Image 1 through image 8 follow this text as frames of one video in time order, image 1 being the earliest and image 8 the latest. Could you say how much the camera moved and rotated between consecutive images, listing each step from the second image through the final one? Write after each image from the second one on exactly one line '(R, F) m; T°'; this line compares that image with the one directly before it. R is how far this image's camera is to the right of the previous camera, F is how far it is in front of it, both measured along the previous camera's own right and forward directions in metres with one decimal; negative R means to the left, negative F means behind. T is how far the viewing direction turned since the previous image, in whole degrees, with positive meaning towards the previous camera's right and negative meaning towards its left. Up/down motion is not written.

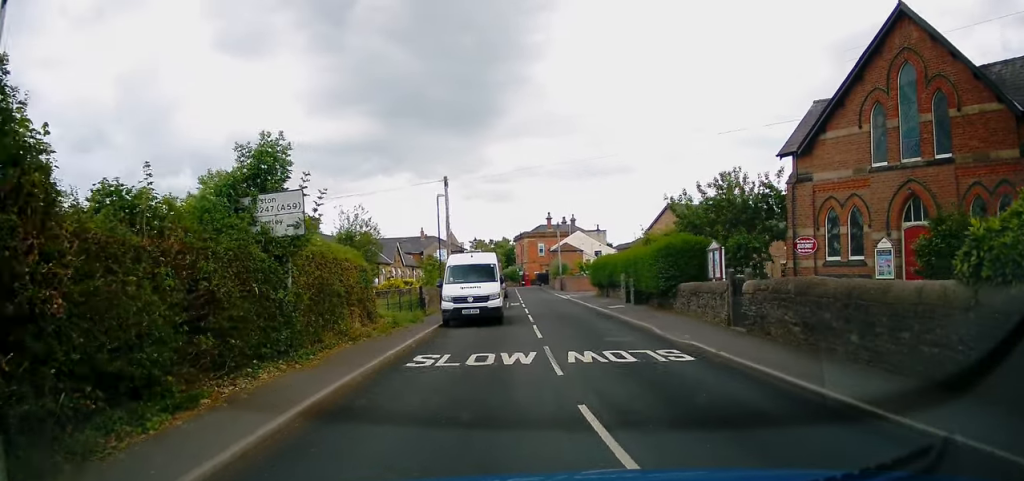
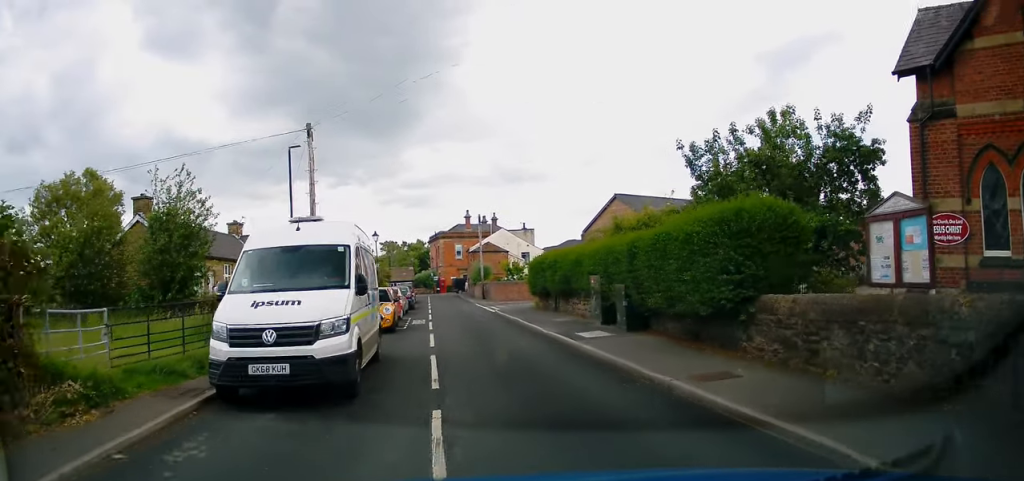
(+1.1, +12.1) m; +7°
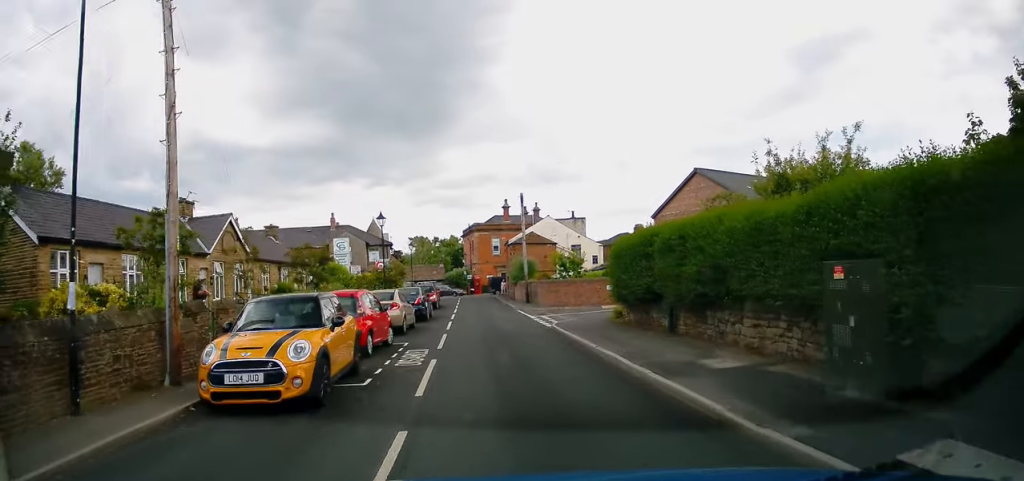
(+0.2, +11.9) m; -2°
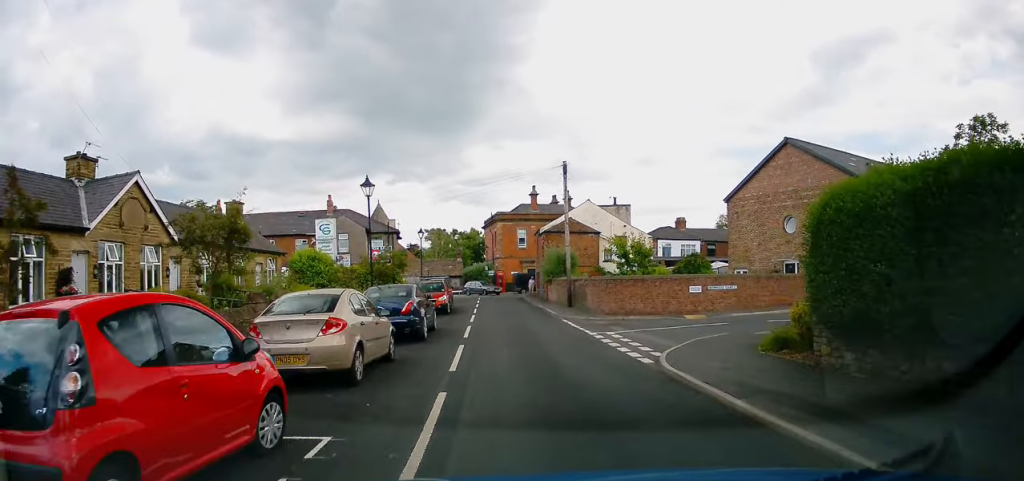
(-0.5, +10.0) m; -1°
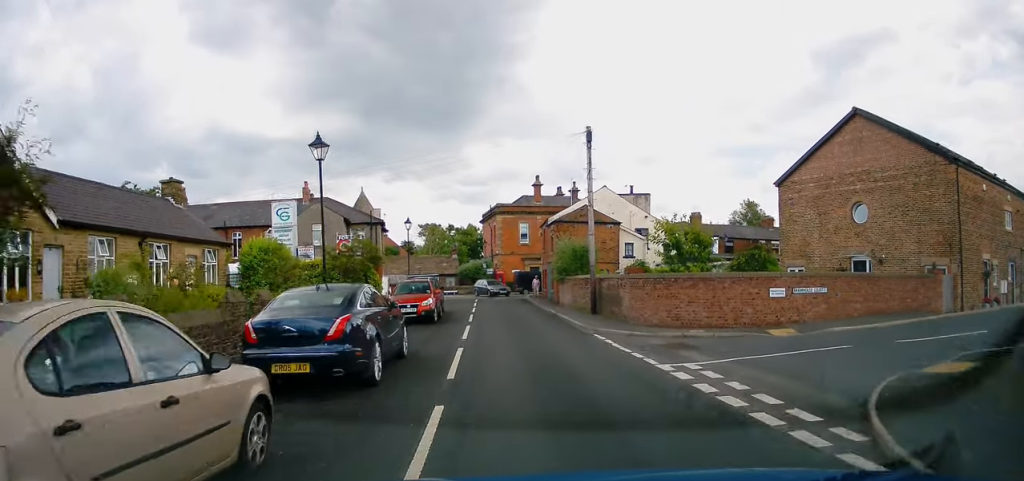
(+0.1, +6.8) m; +1°
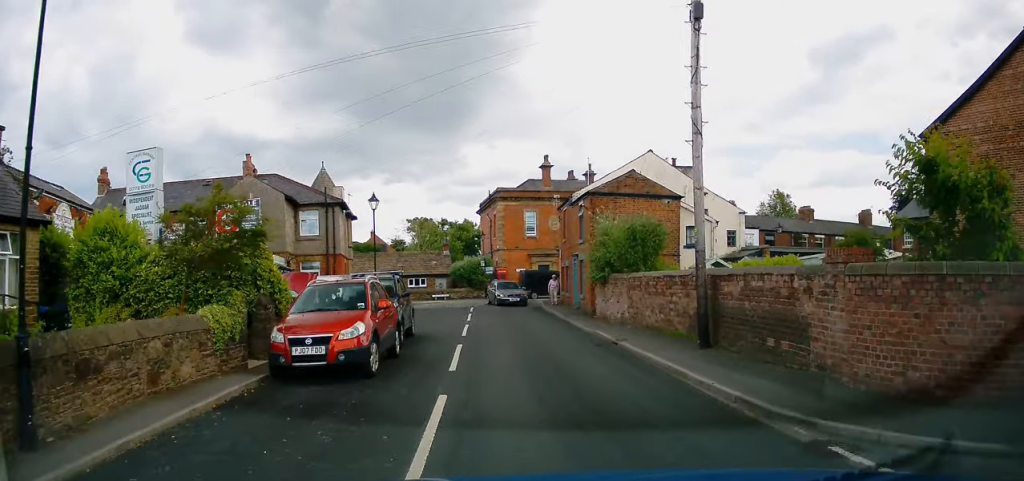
(+0.4, +11.4) m; +1°
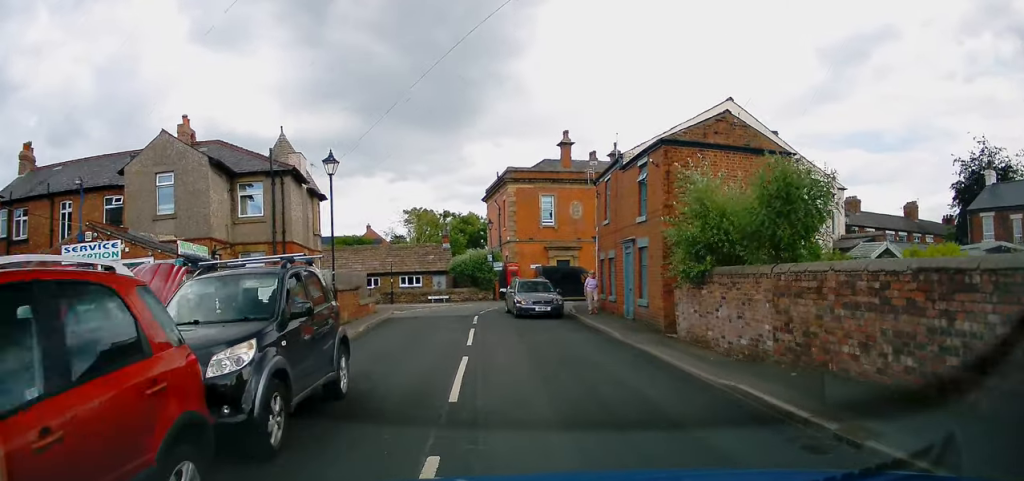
(-0.2, +9.1) m; -4°
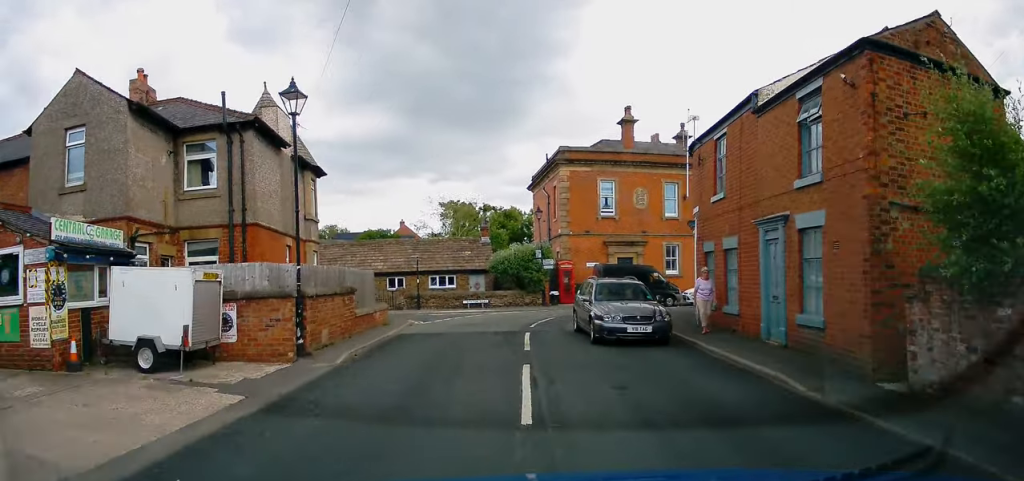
(-0.3, +7.3) m; -4°
